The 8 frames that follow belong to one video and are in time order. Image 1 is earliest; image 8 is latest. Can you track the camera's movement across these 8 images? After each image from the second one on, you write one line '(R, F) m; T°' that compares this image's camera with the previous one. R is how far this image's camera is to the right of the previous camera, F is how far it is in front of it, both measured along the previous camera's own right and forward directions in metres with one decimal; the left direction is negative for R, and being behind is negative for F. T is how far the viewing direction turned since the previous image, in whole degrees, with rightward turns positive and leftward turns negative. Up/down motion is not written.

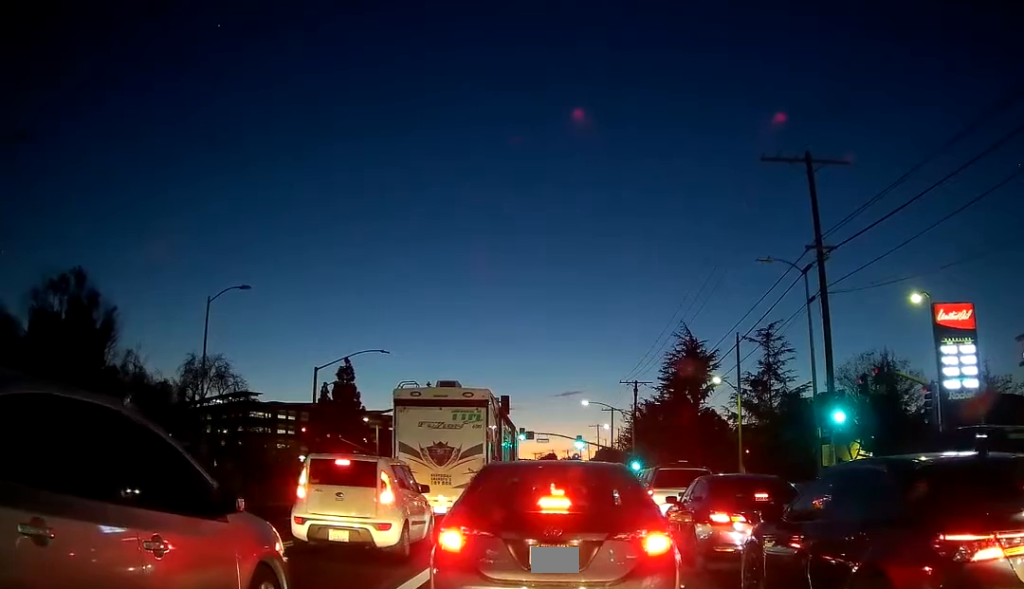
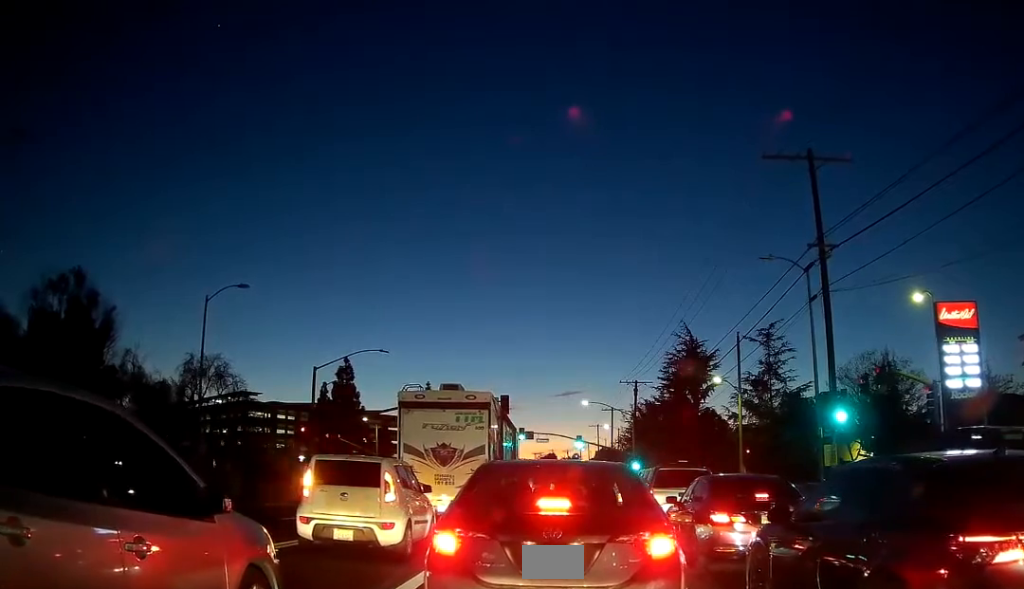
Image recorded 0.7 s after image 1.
(0.0, 0.0) m; 0°
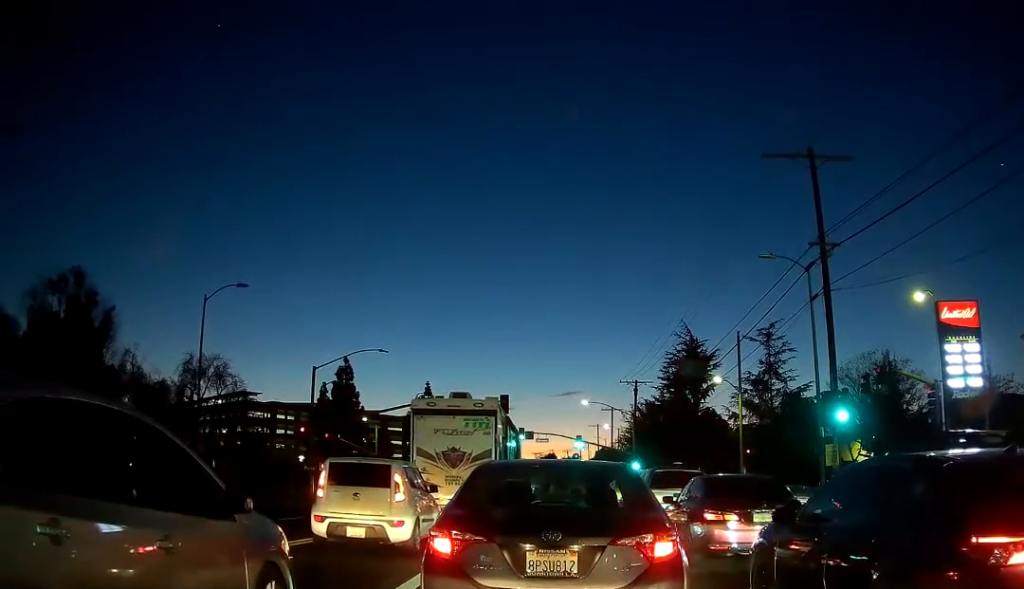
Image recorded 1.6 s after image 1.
(0.0, 0.0) m; 0°
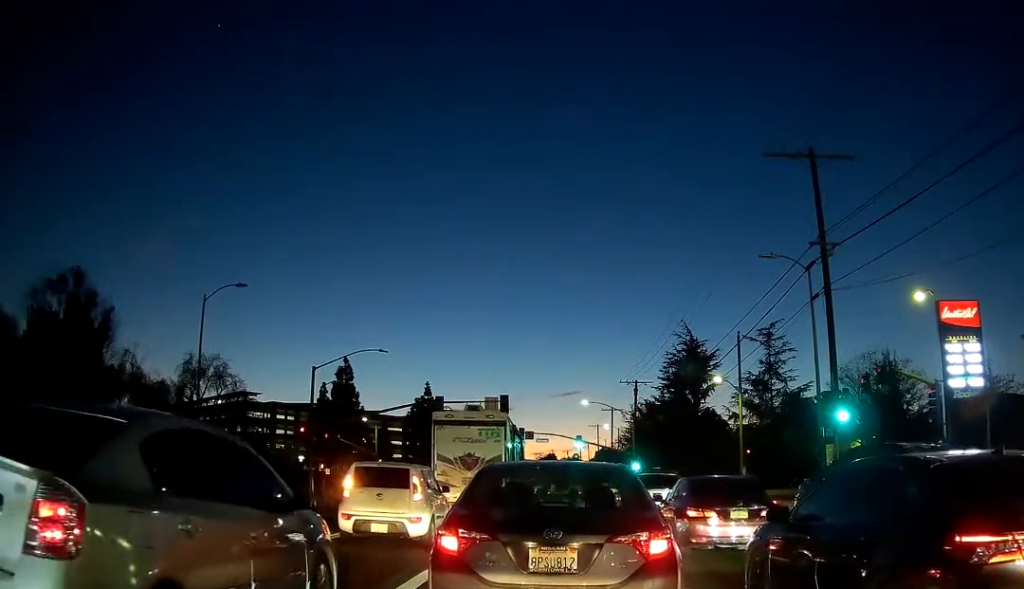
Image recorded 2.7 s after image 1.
(0.0, 0.0) m; 0°
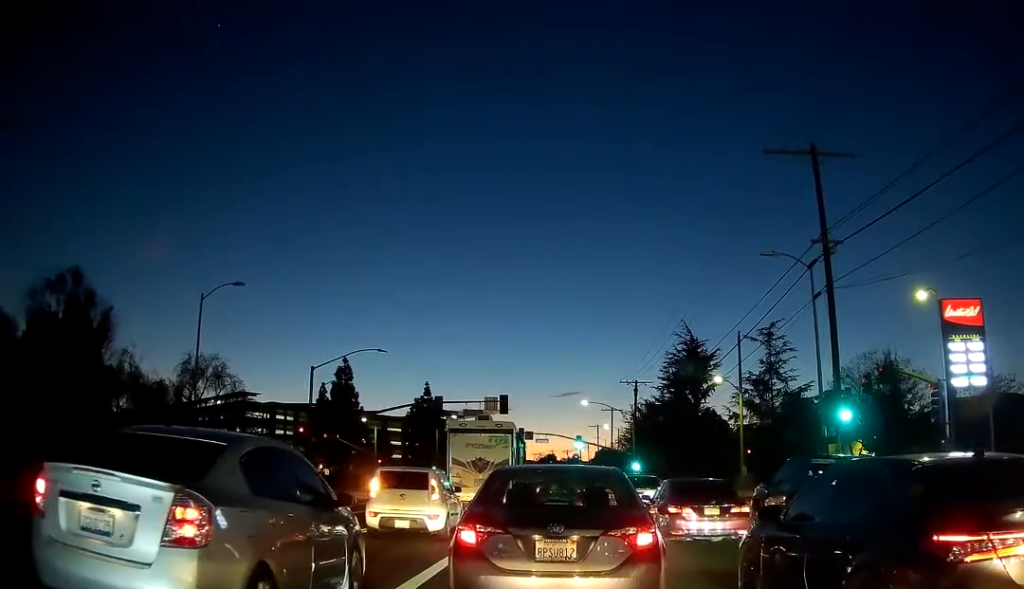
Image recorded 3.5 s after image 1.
(0.0, 0.0) m; 0°
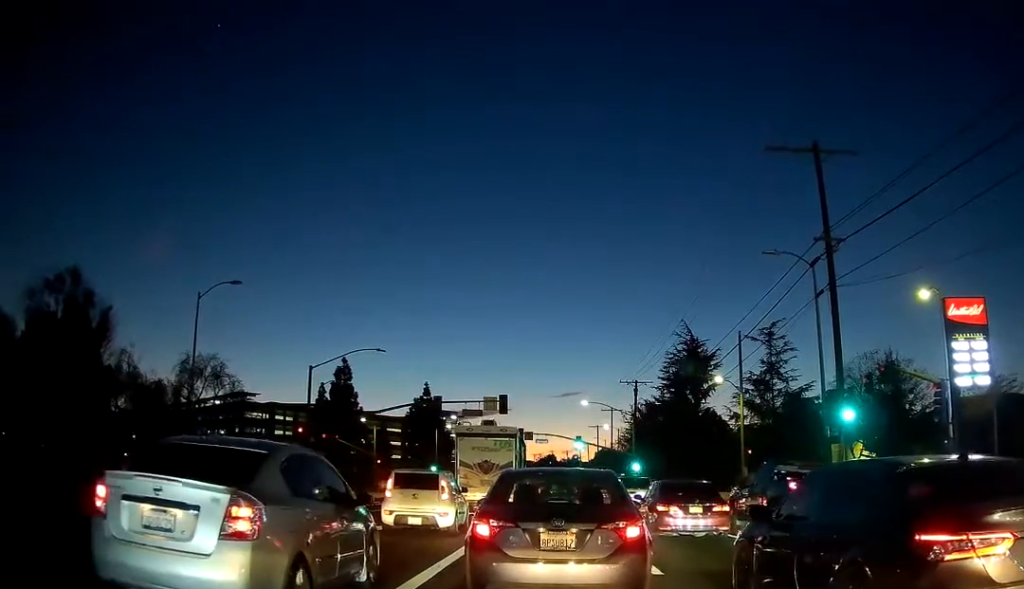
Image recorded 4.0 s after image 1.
(0.0, +0.2) m; 0°
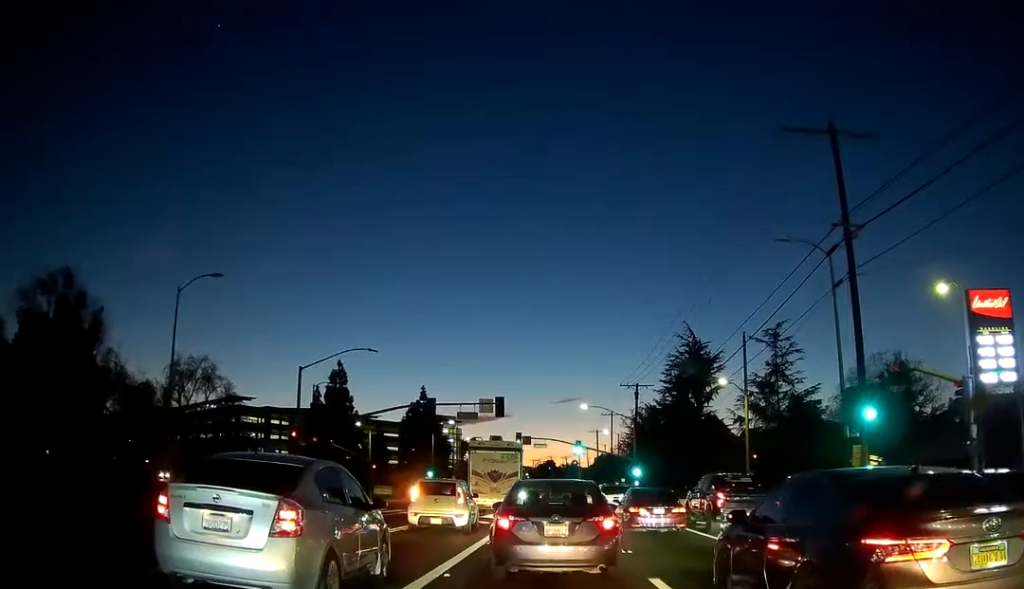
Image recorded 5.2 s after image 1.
(0.0, +1.3) m; 0°
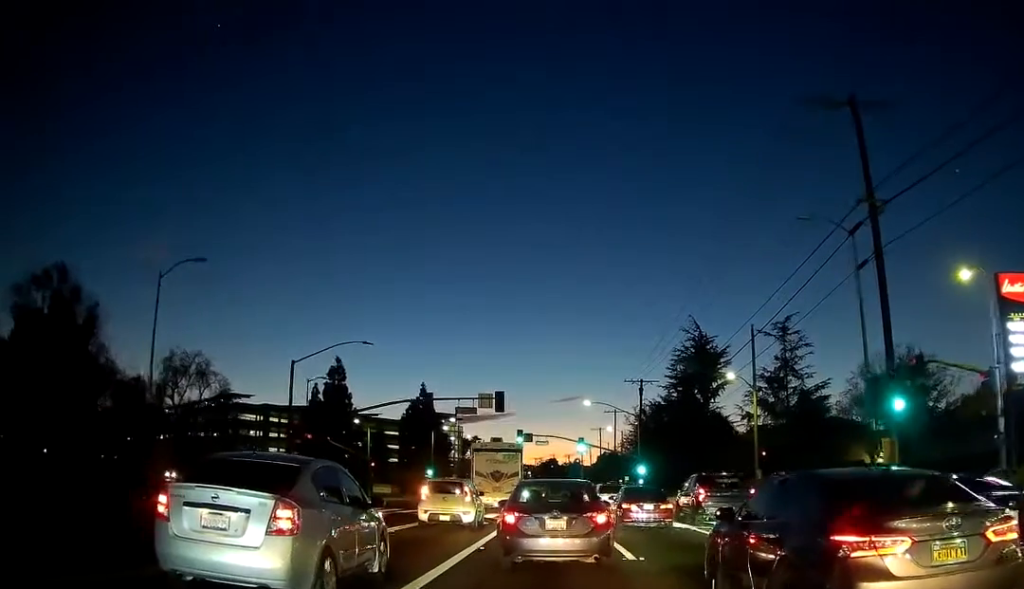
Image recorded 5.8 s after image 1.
(0.0, +1.2) m; +1°
